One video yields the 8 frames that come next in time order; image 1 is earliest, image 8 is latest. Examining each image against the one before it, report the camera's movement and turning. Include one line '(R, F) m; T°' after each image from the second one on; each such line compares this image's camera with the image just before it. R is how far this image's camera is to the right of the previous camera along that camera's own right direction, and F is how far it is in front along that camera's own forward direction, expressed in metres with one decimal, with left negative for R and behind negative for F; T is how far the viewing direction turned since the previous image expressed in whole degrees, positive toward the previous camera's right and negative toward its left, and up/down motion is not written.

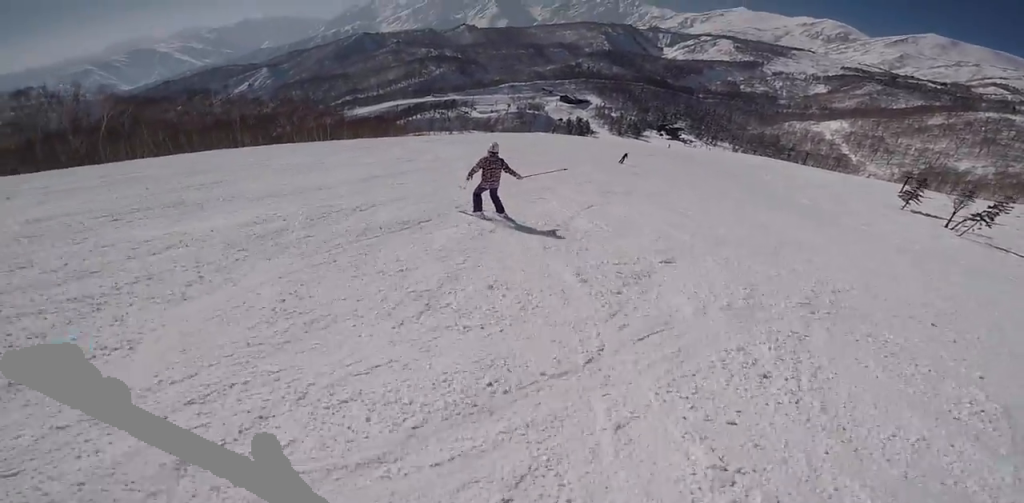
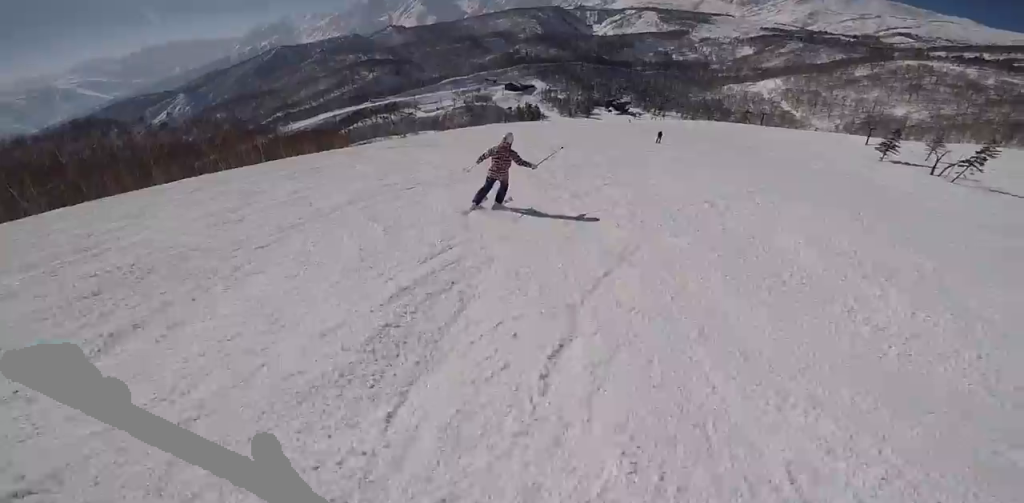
(-0.5, +8.8) m; +6°
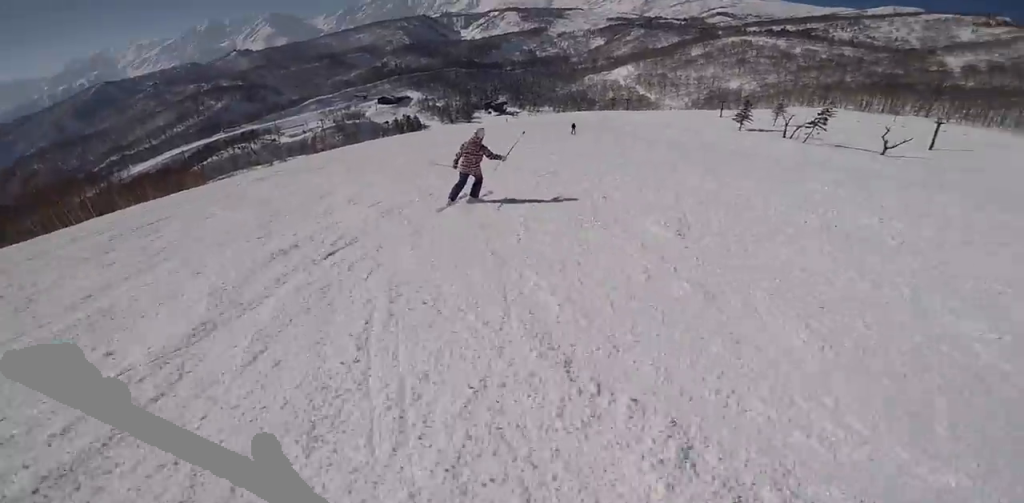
(-0.3, +4.7) m; +19°
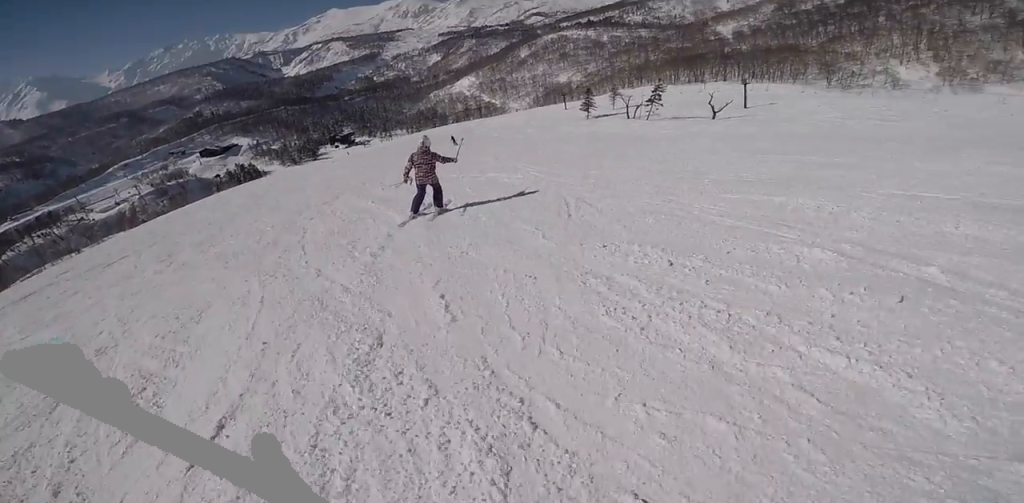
(+2.2, +4.9) m; +20°
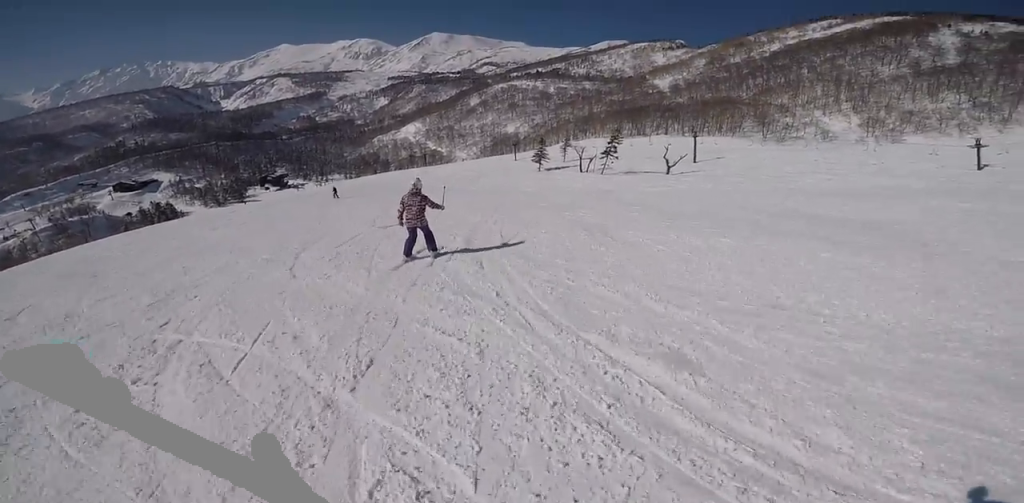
(+1.0, +10.4) m; +3°
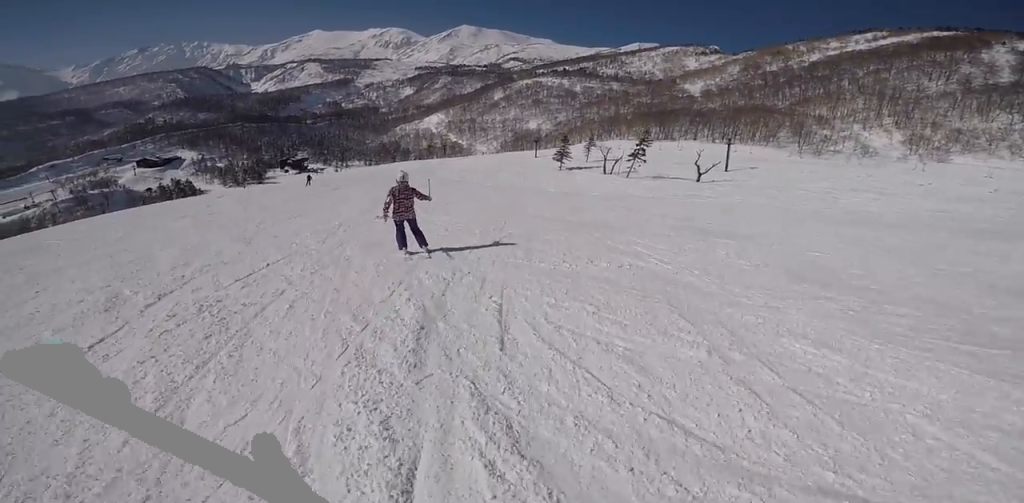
(+0.5, +4.7) m; -8°
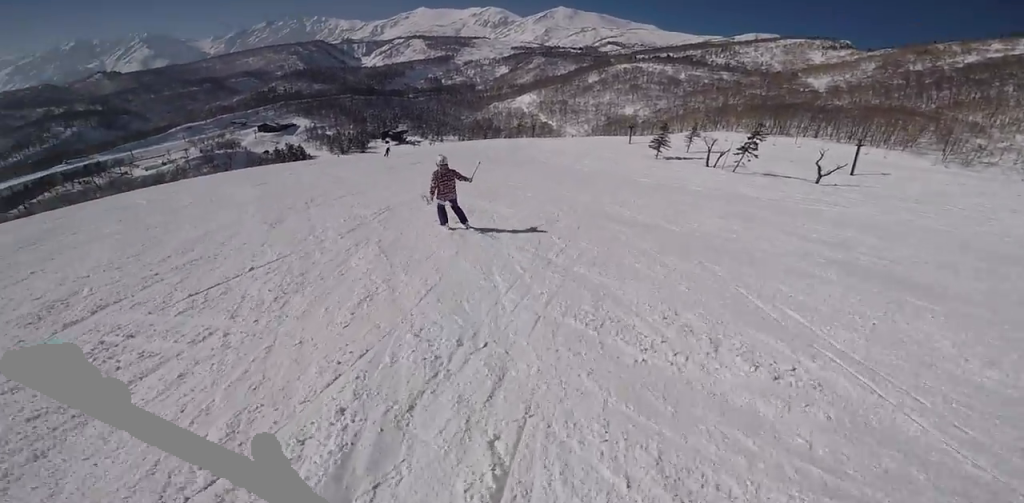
(-0.7, +2.7) m; -7°
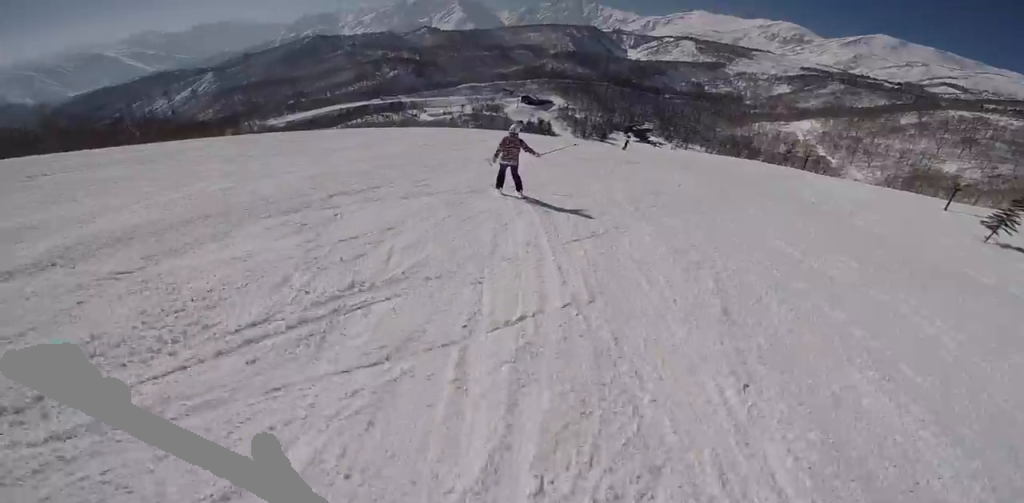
(-1.5, +8.9) m; -19°
